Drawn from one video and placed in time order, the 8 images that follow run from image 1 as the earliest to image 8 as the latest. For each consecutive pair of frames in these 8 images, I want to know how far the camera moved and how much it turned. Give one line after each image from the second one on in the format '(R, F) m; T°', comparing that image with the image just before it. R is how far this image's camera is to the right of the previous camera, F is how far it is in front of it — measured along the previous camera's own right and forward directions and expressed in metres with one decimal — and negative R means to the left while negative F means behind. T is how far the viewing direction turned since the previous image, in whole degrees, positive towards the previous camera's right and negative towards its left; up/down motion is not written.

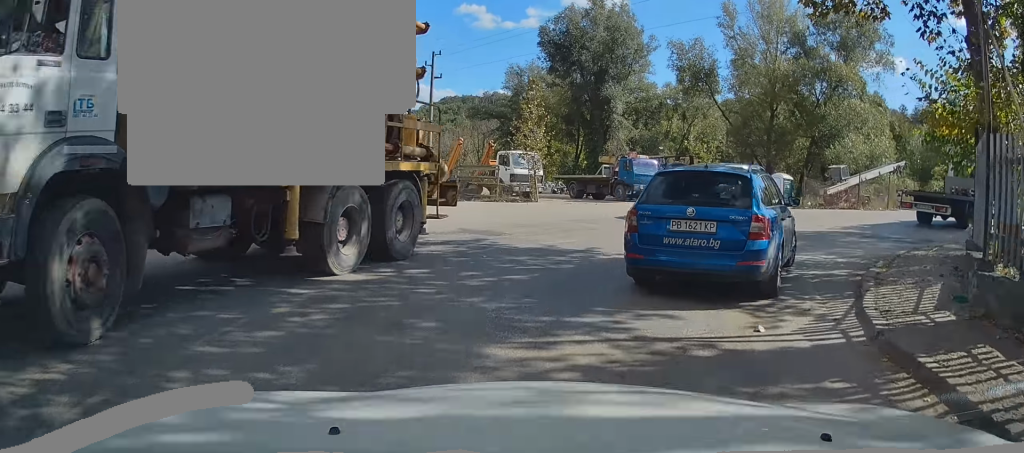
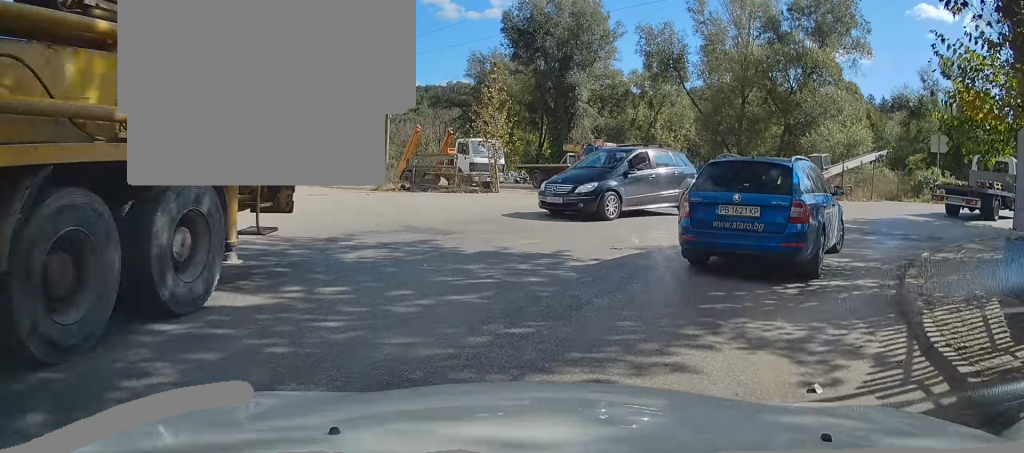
(-0.3, +2.1) m; +4°
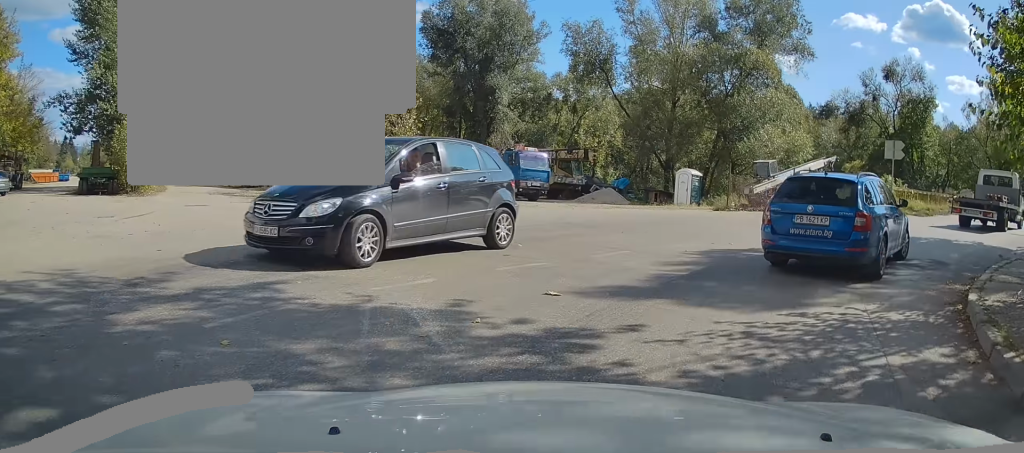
(+0.6, +3.0) m; +14°
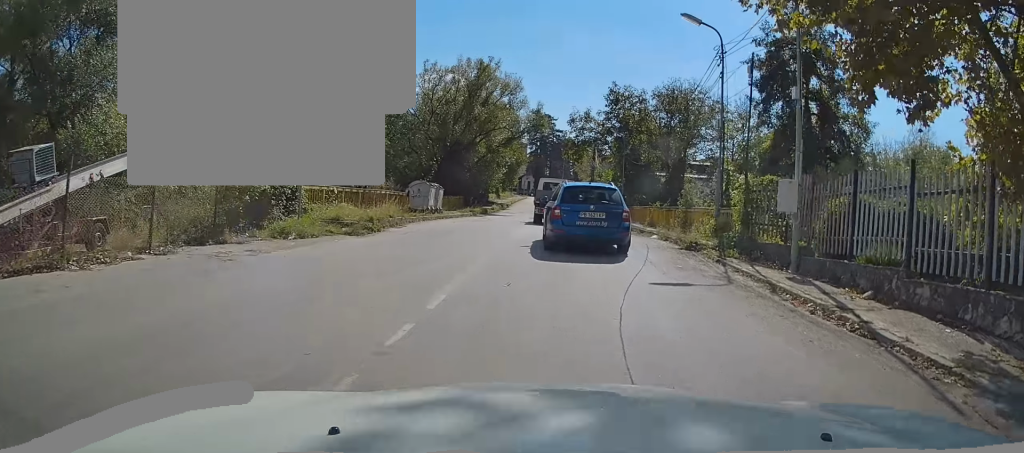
(+6.2, +12.3) m; +47°
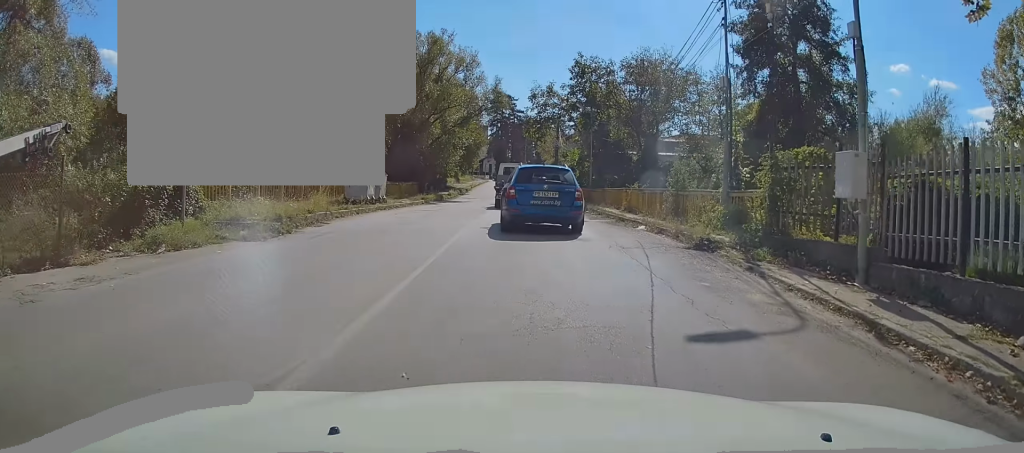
(+0.3, +3.8) m; +3°
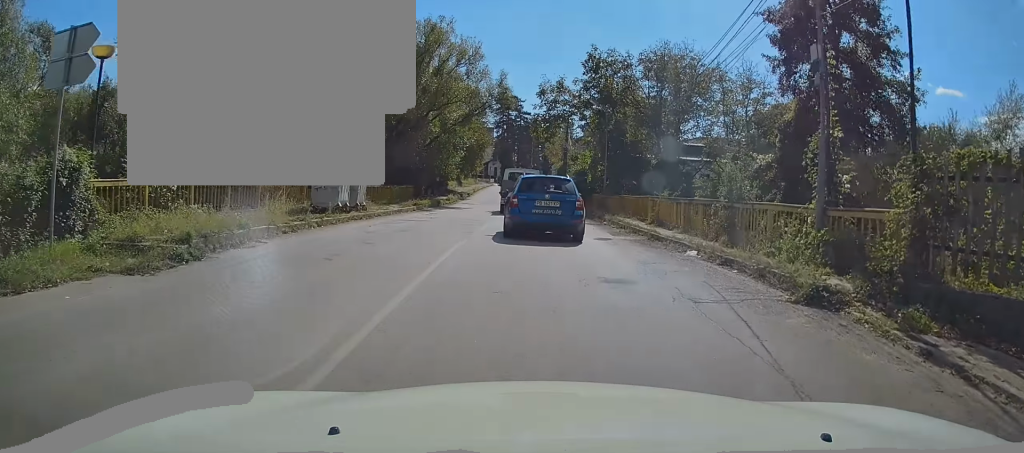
(+0.1, +3.9) m; +3°
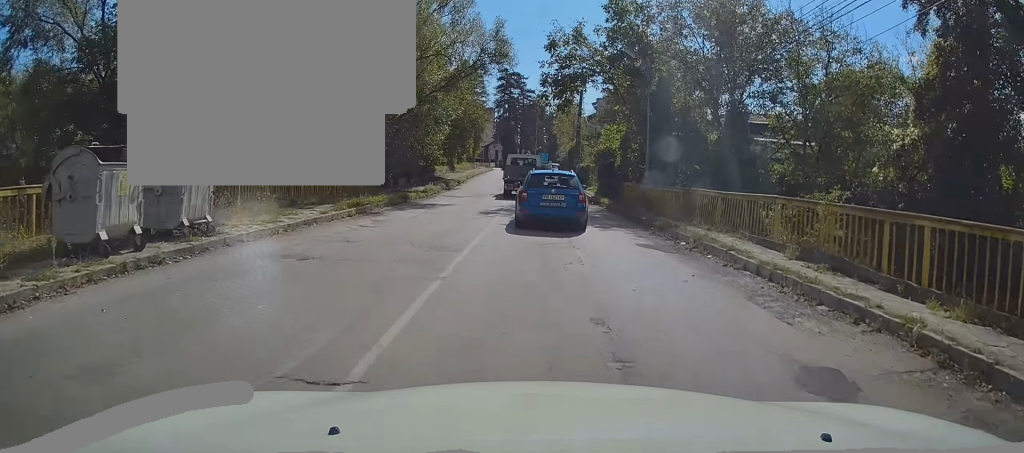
(+0.4, +11.6) m; +2°
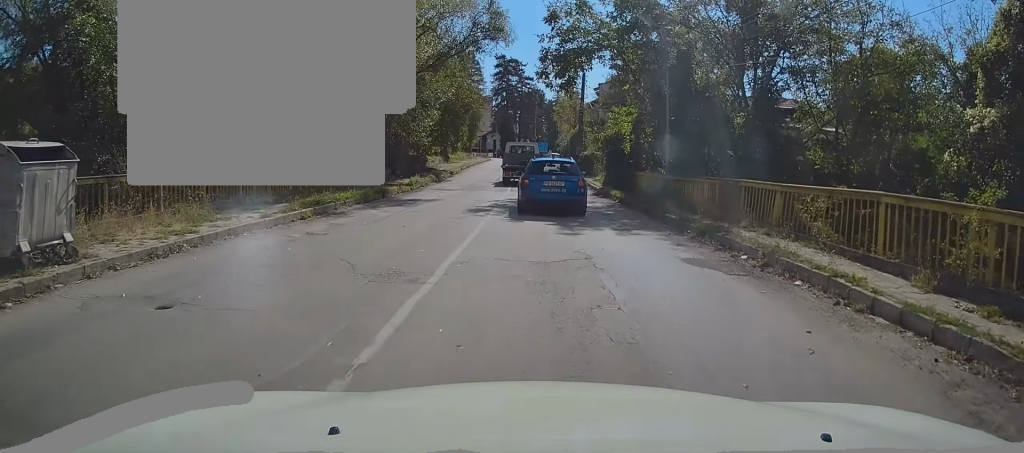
(+0.1, +4.0) m; 0°
